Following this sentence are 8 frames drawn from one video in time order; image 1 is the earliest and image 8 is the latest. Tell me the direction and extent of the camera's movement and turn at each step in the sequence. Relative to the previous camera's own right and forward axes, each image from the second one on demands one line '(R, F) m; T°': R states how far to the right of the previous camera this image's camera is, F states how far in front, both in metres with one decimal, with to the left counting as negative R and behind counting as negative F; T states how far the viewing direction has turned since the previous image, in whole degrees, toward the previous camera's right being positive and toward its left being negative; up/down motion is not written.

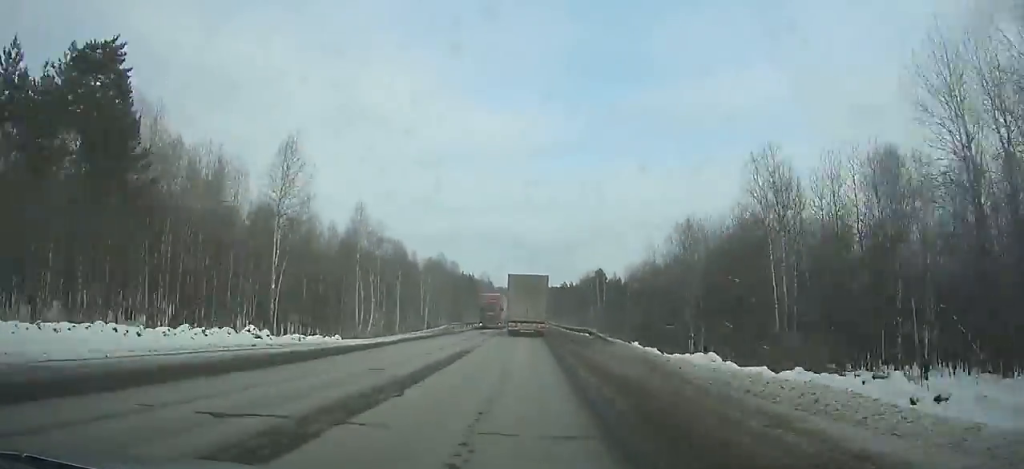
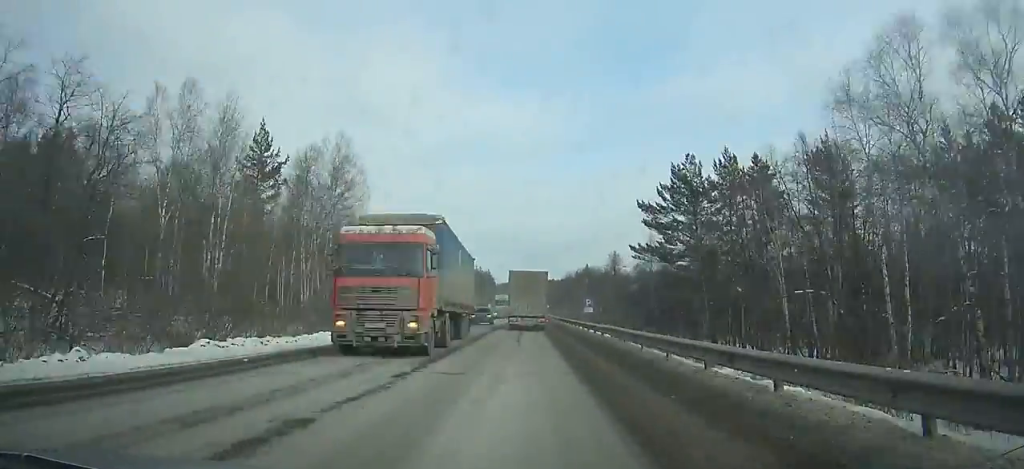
(-0.2, +207.5) m; 0°
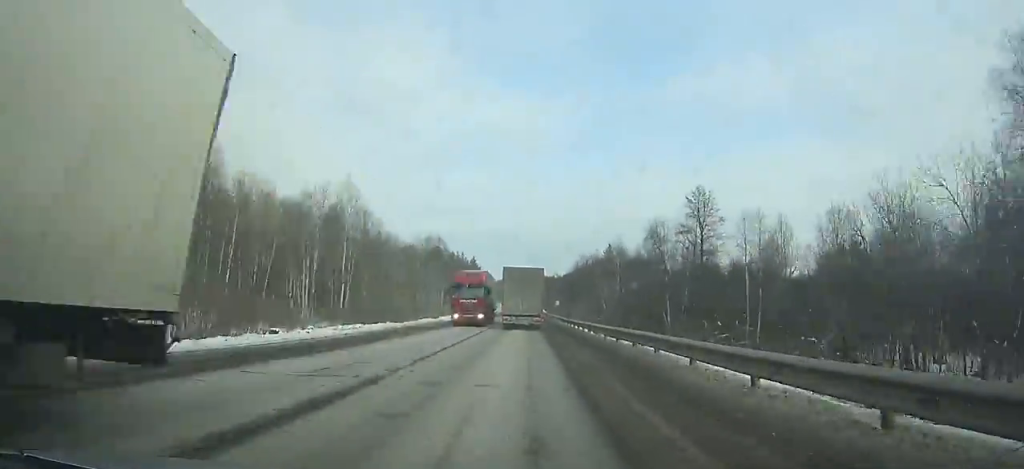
(0.0, +55.8) m; 0°
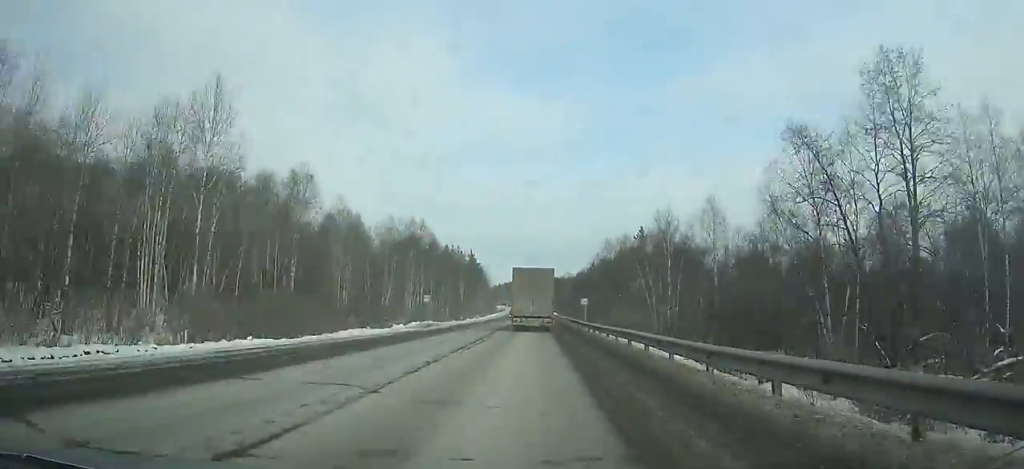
(+0.1, +30.8) m; 0°
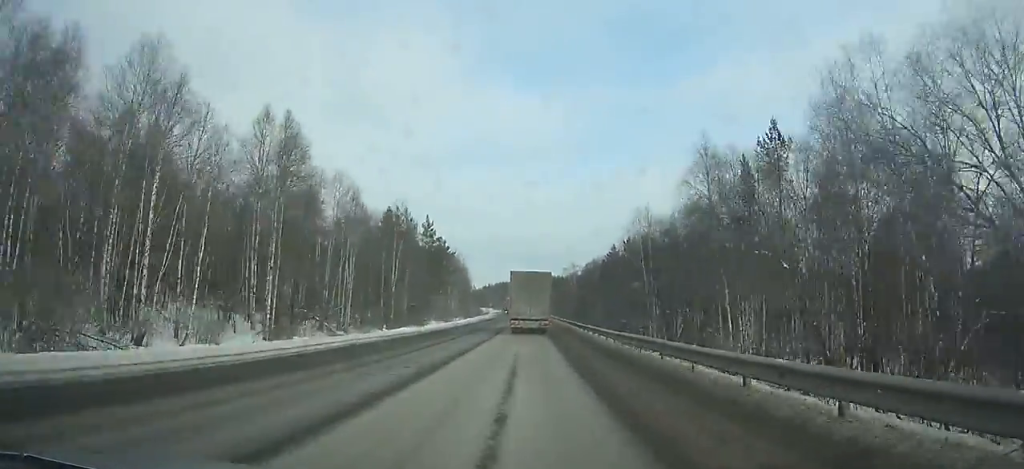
(+0.2, +58.9) m; 0°
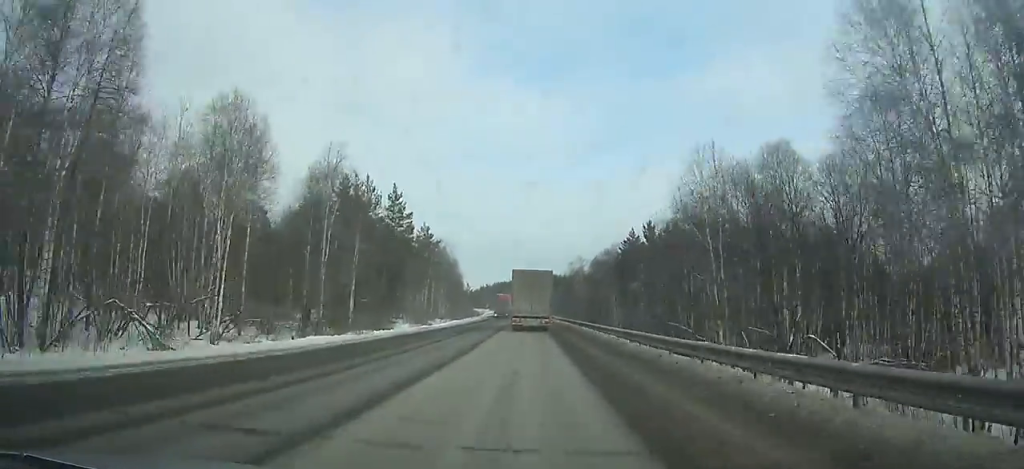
(0.0, +24.2) m; 0°
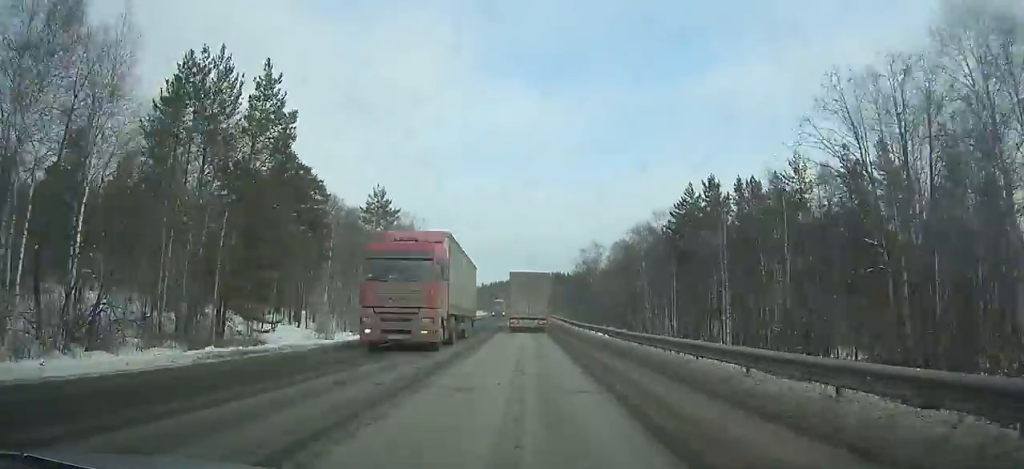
(-0.1, +38.1) m; 0°
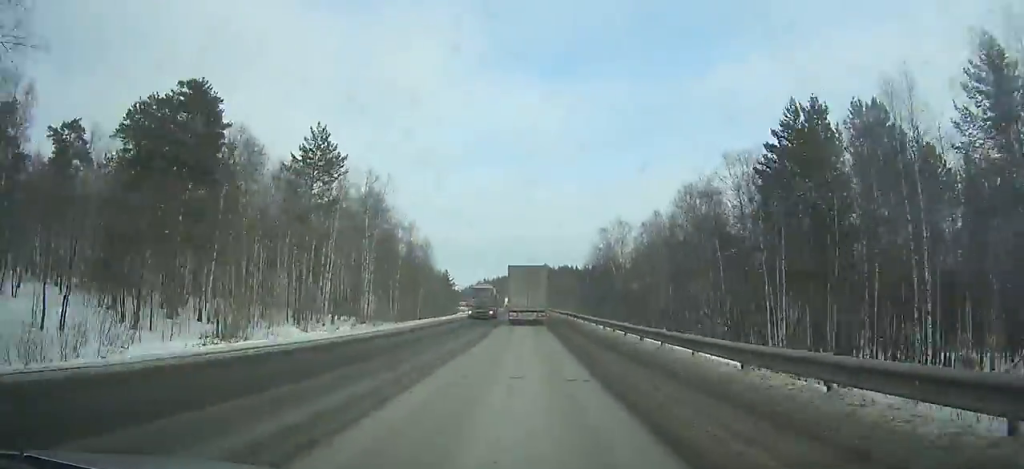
(0.0, +26.0) m; 0°
